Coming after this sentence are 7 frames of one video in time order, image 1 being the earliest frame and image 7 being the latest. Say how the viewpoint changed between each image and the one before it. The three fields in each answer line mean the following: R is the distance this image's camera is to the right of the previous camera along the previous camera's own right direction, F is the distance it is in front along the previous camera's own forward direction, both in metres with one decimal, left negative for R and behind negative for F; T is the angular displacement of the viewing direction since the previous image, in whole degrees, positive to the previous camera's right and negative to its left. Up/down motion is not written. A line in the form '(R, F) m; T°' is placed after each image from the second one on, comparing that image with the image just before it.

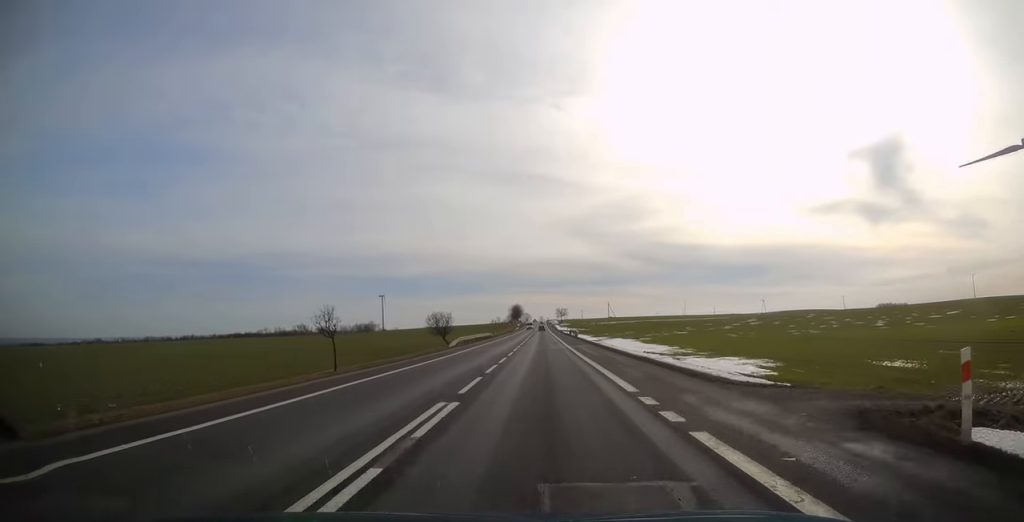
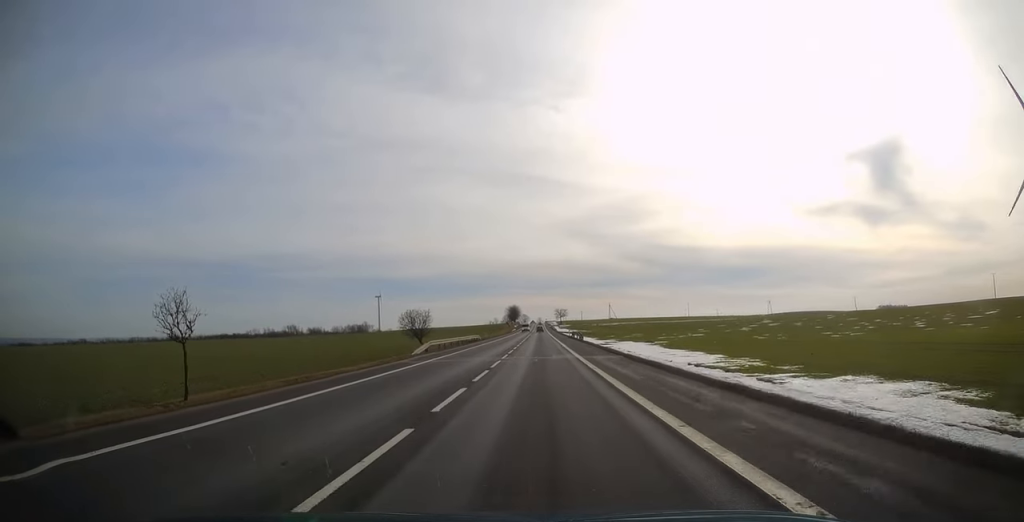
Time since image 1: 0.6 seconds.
(+0.1, +14.7) m; 0°
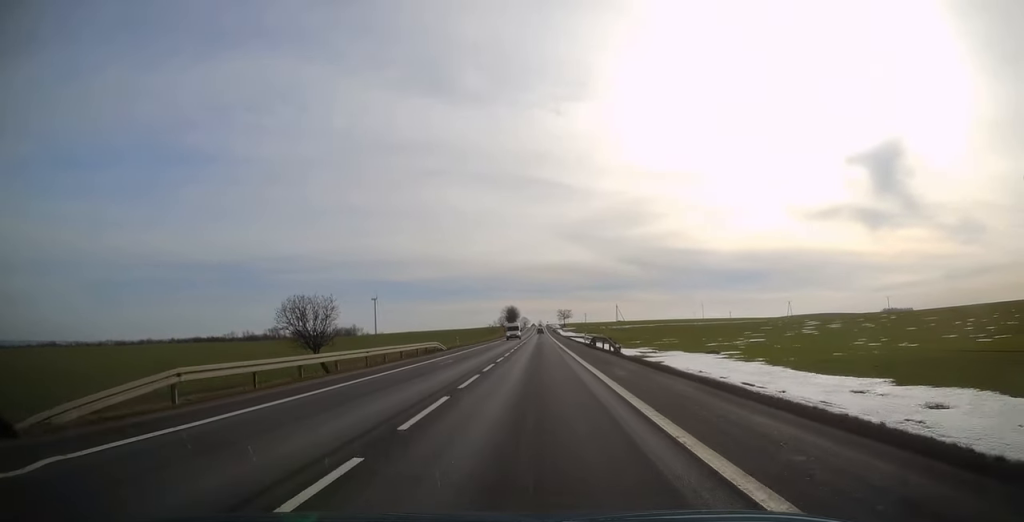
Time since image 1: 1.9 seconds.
(+0.1, +32.2) m; 0°
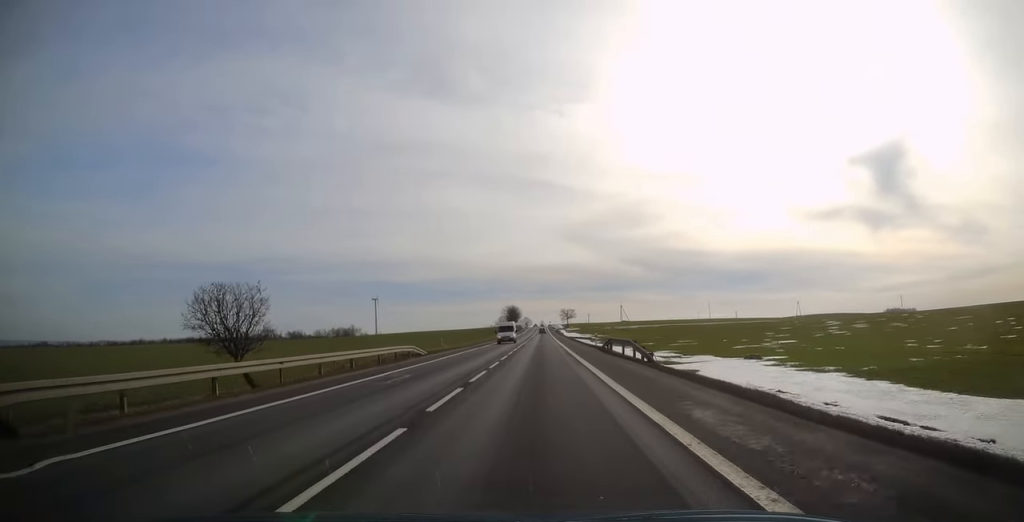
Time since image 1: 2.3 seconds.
(0.0, +10.2) m; 0°
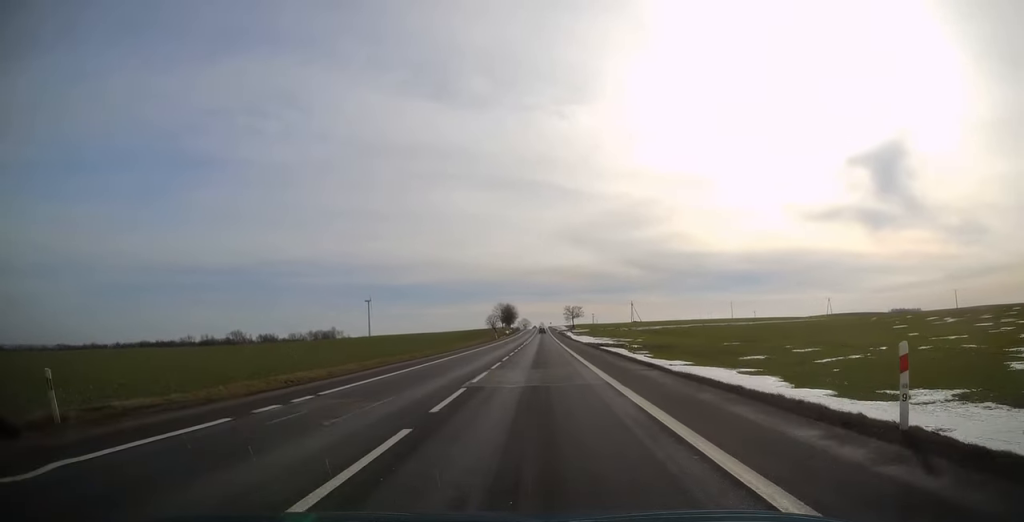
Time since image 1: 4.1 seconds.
(-0.1, +42.1) m; 0°
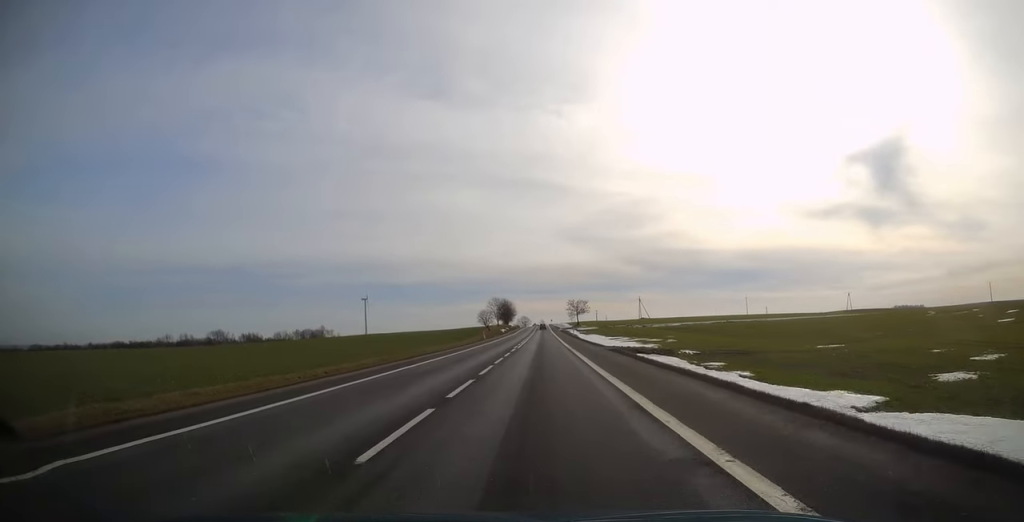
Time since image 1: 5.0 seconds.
(-0.1, +22.2) m; 0°
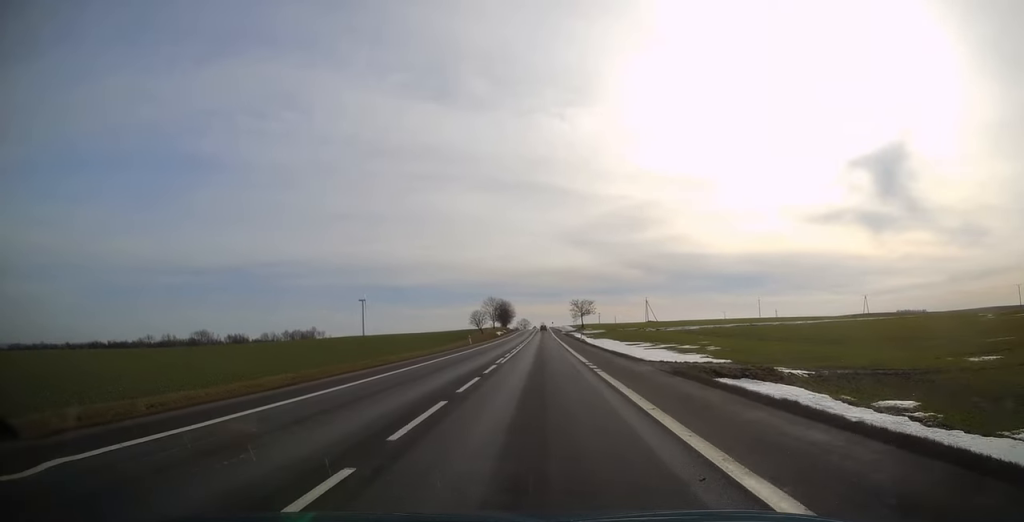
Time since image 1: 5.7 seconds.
(+0.1, +16.6) m; 0°
